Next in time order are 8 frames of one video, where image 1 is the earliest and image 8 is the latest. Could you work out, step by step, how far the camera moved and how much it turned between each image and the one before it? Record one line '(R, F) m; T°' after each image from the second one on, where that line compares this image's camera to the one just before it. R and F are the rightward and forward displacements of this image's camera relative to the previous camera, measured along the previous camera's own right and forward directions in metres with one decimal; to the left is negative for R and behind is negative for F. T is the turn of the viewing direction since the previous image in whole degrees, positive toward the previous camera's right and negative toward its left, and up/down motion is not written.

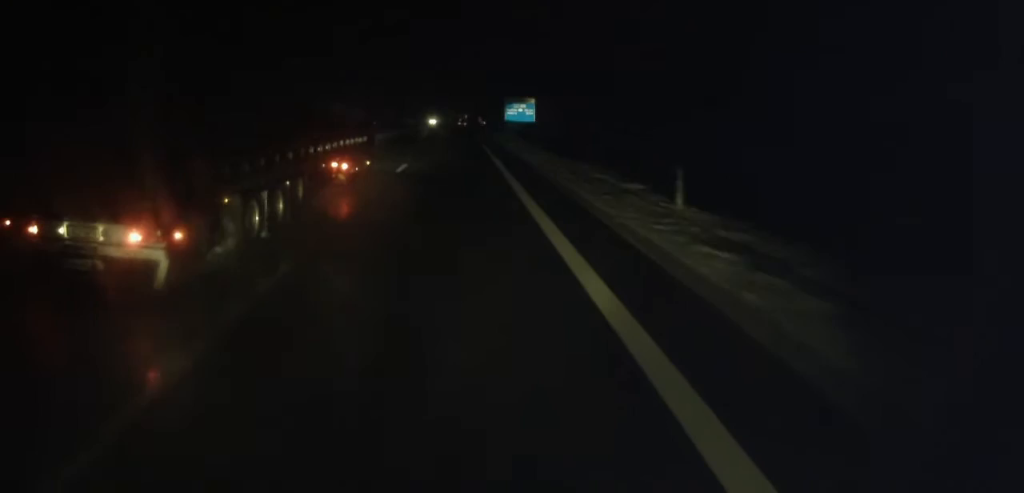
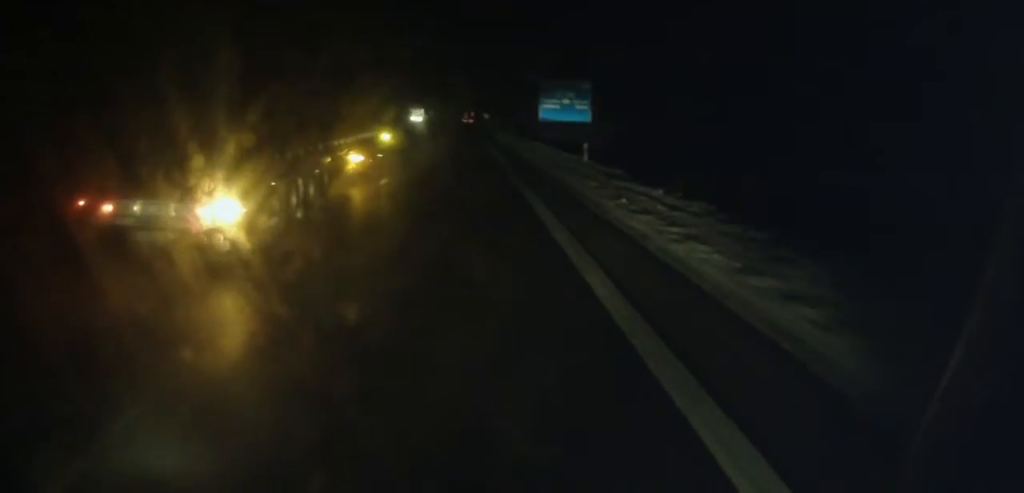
(0.0, +39.2) m; 0°
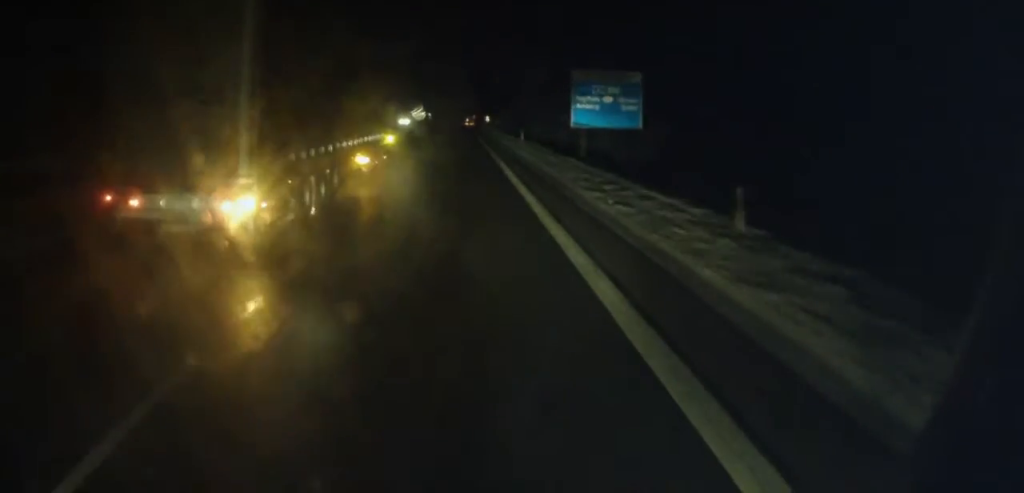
(-0.1, +16.0) m; 0°
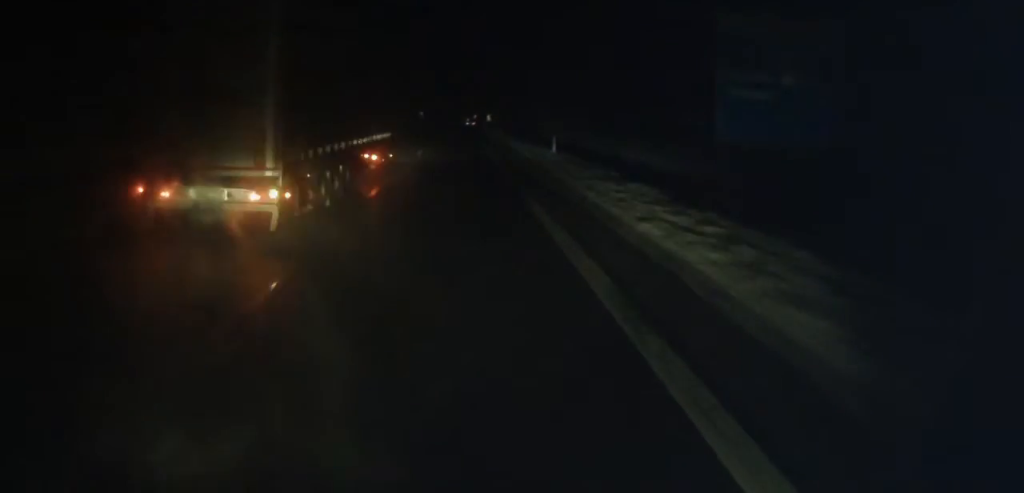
(-0.1, +22.3) m; 0°
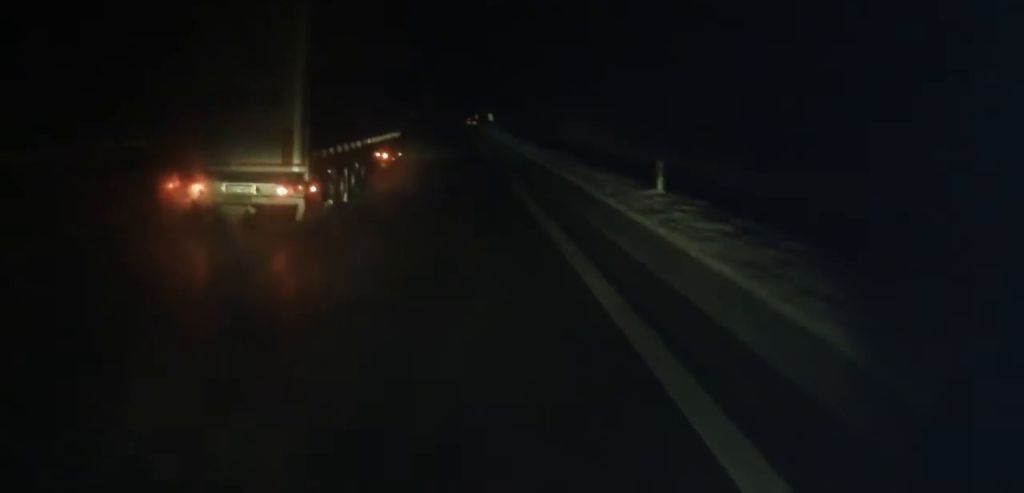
(+0.2, +20.5) m; -1°
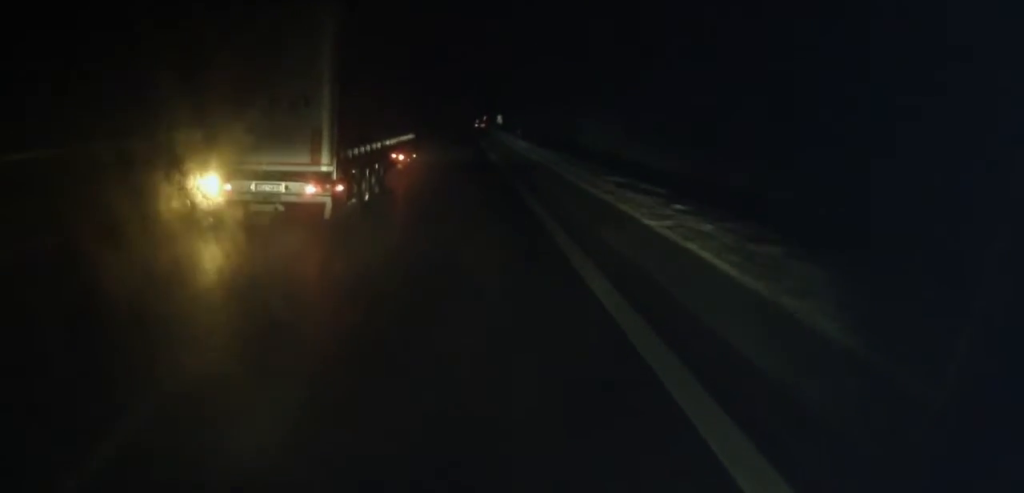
(-0.3, +13.4) m; -1°
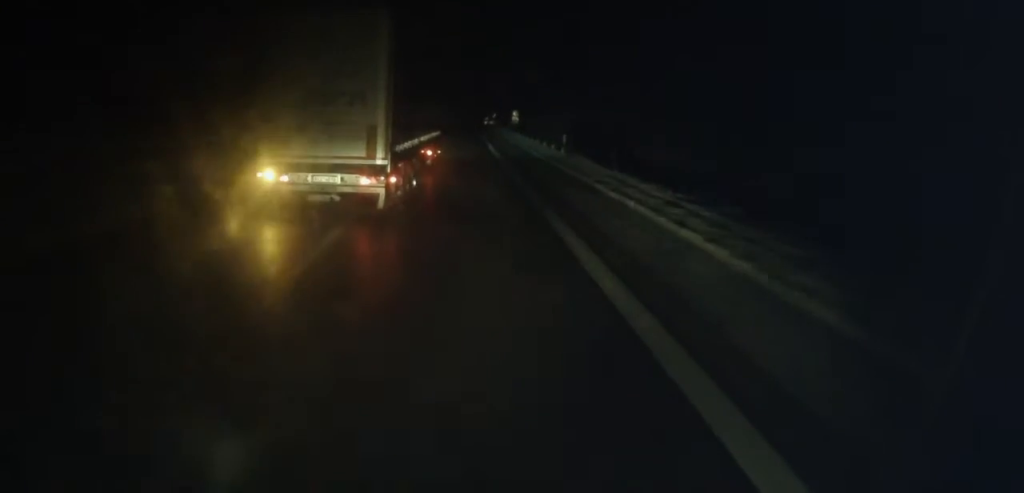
(-0.2, +26.0) m; +1°
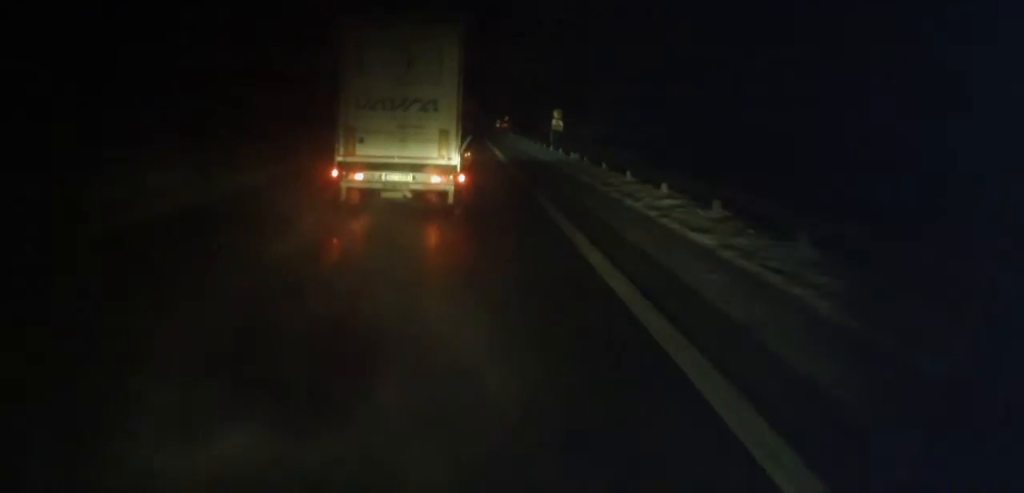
(+0.5, +34.1) m; 0°
